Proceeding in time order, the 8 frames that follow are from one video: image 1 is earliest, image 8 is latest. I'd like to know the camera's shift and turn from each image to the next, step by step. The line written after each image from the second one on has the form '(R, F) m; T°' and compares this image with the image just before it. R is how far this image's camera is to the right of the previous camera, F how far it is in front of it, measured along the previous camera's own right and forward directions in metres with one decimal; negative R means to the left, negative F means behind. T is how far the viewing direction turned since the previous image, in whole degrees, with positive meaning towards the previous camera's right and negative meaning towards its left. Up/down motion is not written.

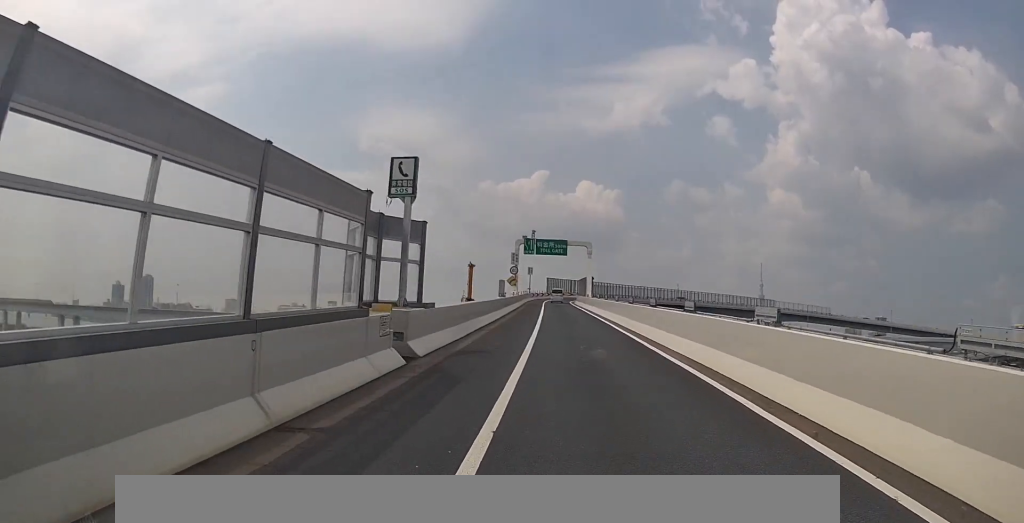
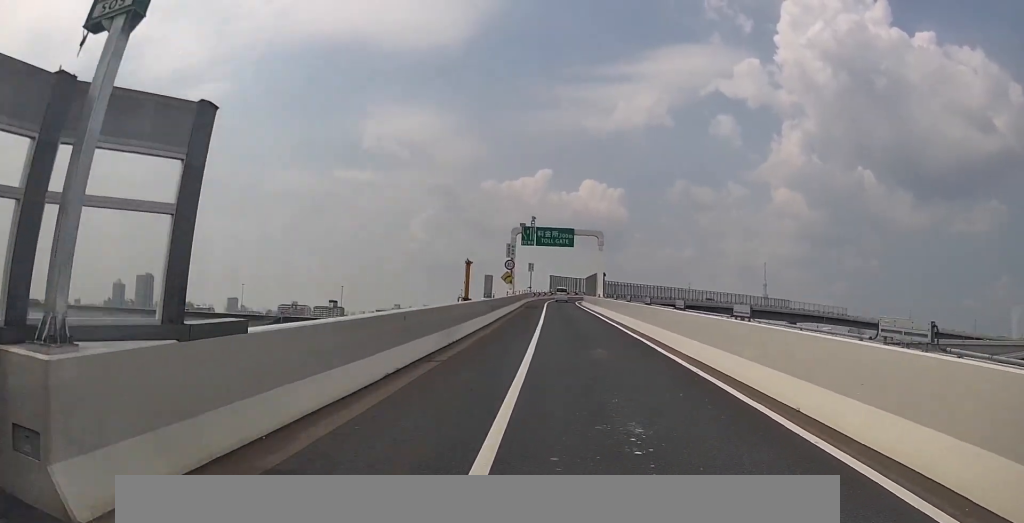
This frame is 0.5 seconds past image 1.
(0.0, +9.8) m; -1°
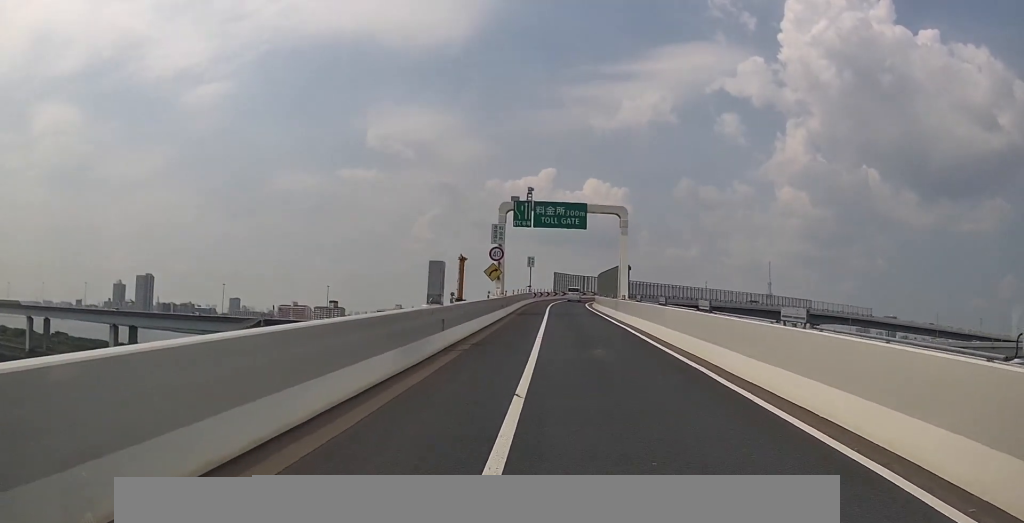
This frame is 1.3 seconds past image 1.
(-0.2, +14.7) m; -1°
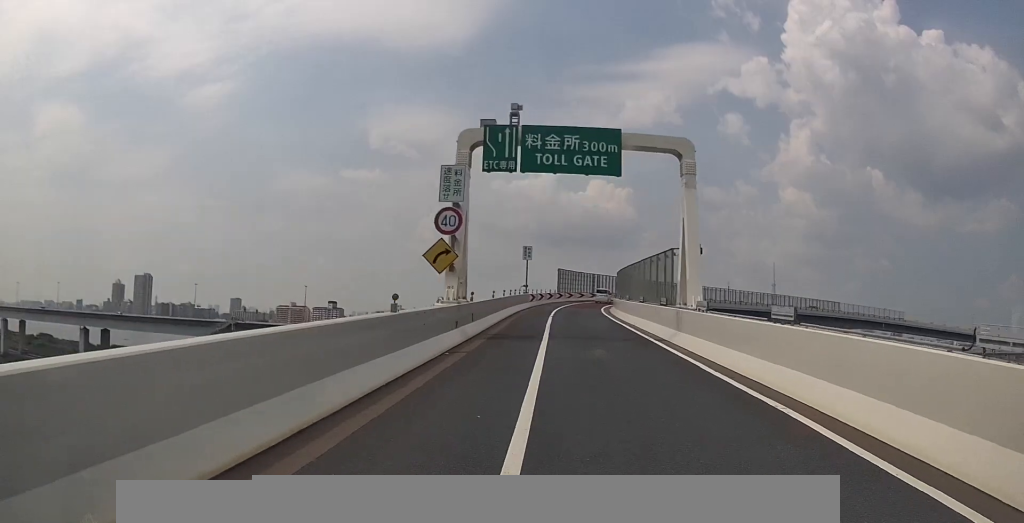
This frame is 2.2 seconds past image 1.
(0.0, +16.5) m; 0°
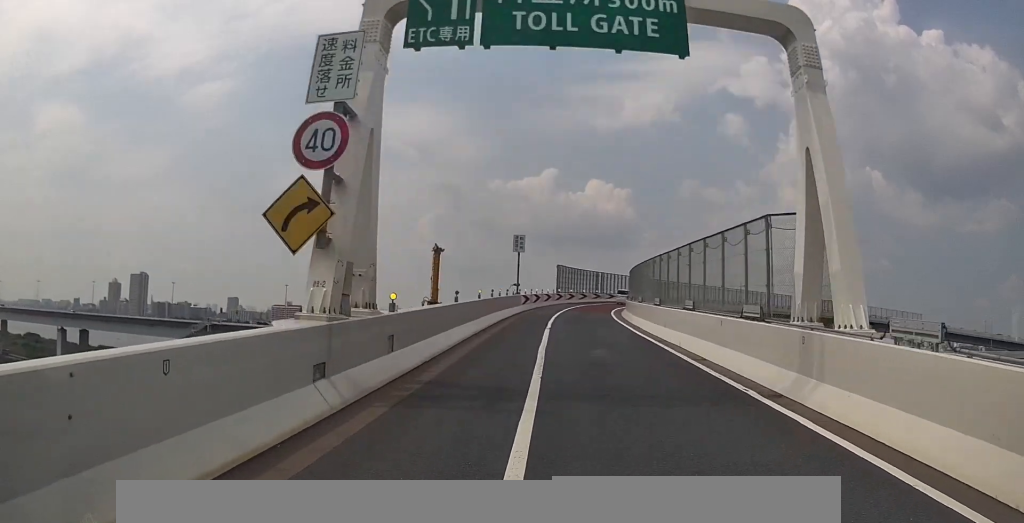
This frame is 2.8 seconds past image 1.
(0.0, +10.3) m; 0°
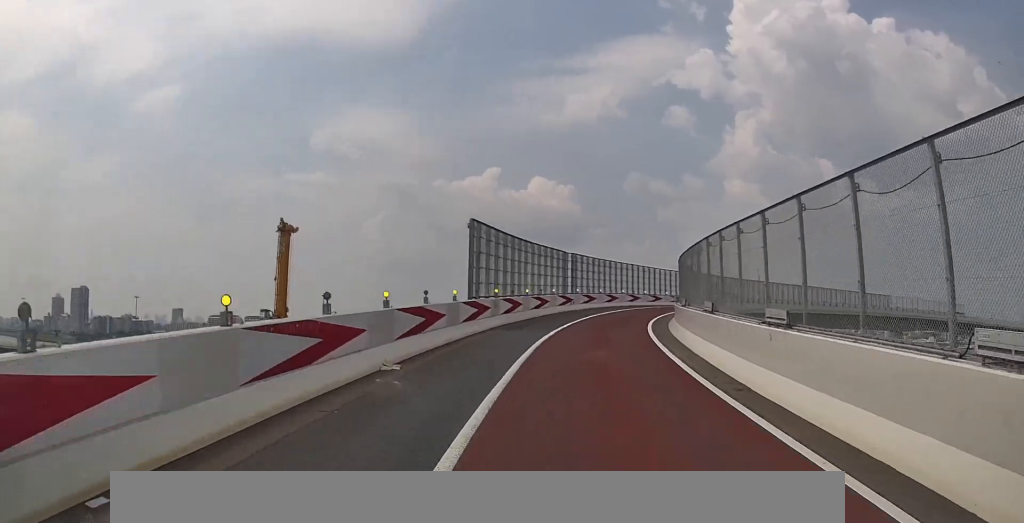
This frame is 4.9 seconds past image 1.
(0.0, +38.3) m; 0°
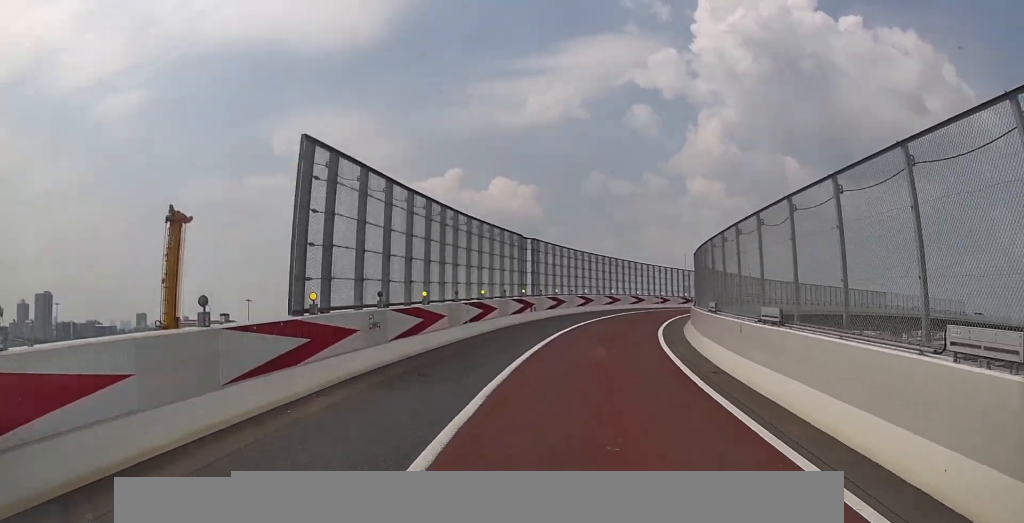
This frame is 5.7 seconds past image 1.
(0.0, +12.9) m; +1°
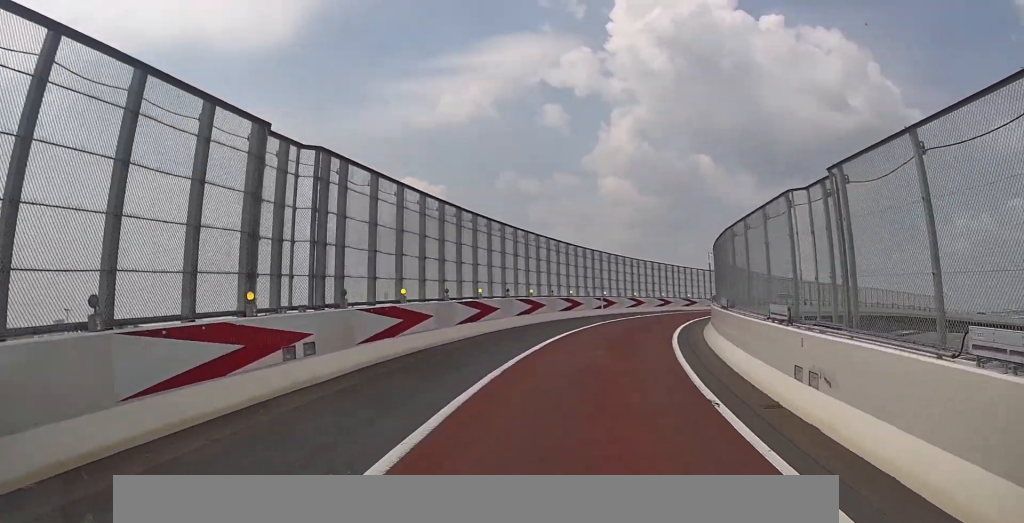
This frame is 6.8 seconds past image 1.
(+0.4, +20.1) m; +4°
